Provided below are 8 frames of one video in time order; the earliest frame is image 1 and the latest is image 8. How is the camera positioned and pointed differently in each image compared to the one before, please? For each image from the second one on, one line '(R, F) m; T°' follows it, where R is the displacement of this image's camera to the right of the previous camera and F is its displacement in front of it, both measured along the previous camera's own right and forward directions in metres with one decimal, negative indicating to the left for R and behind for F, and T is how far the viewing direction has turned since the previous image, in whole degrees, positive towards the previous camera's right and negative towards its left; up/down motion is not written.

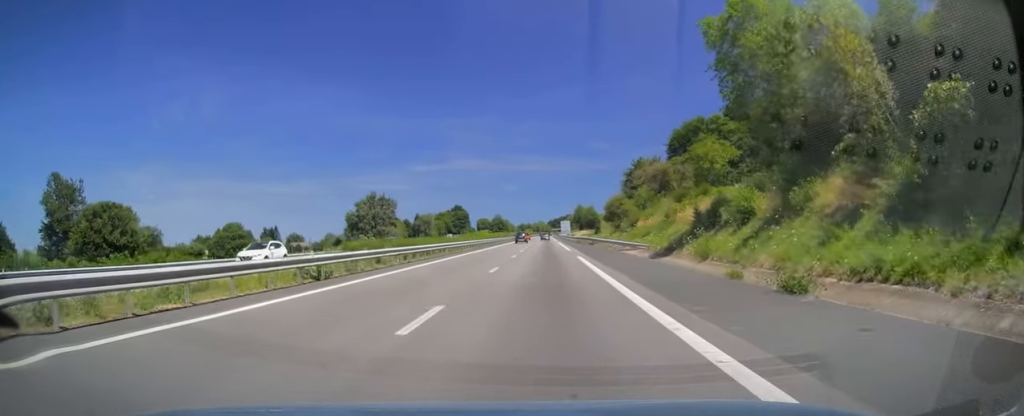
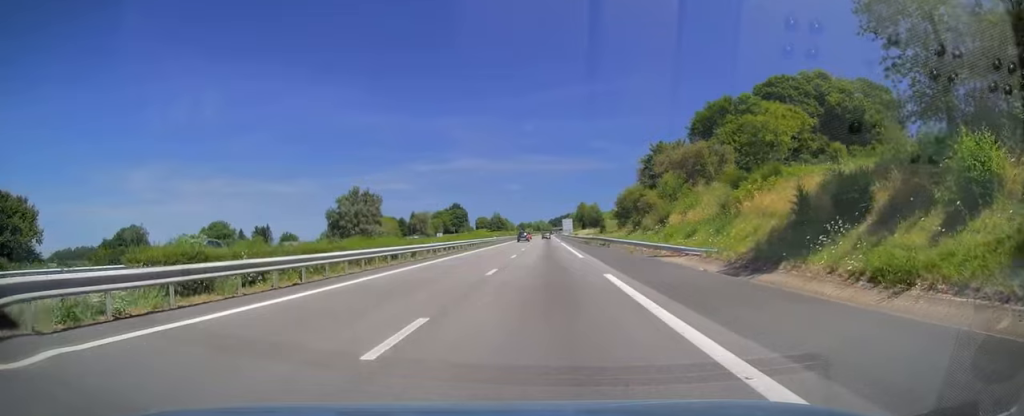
(0.0, +14.7) m; 0°
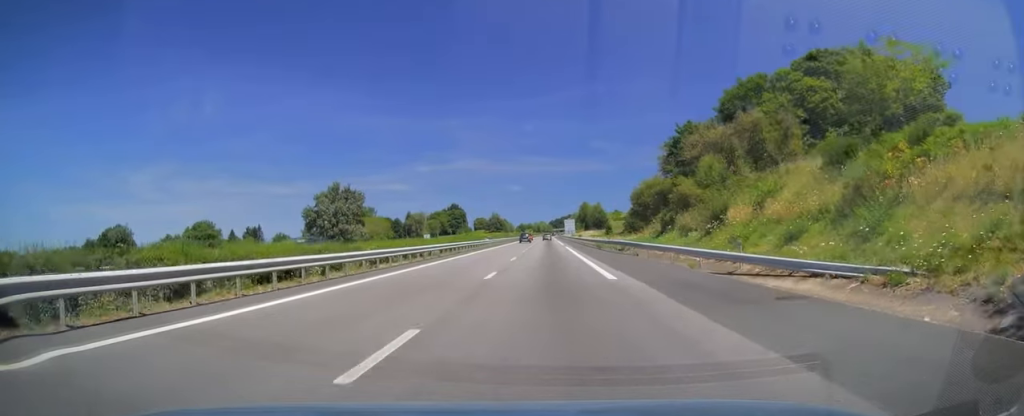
(+0.1, +14.2) m; 0°
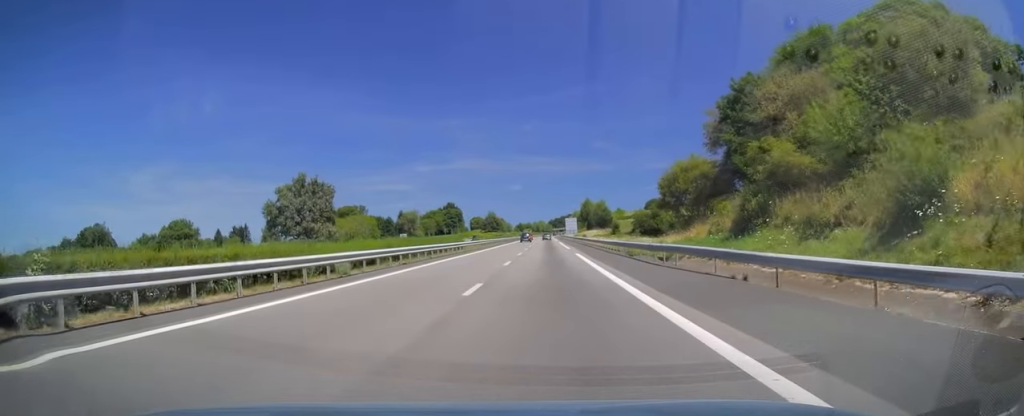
(+0.1, +18.0) m; 0°
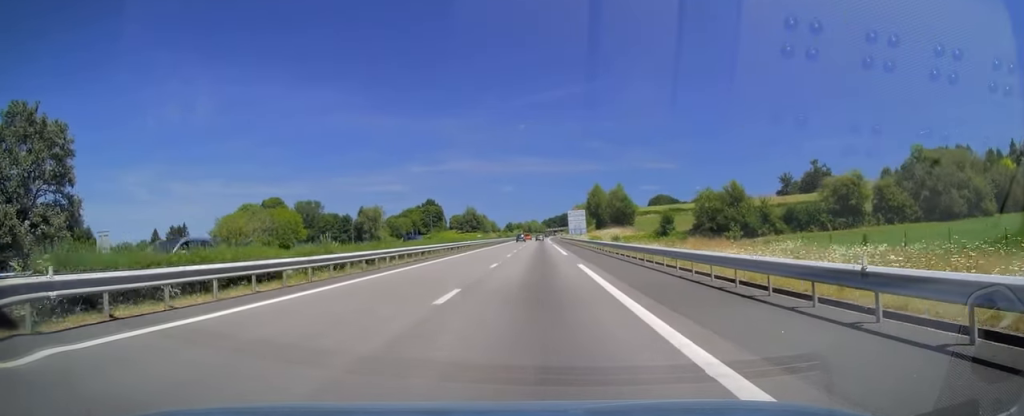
(-0.1, +66.4) m; 0°
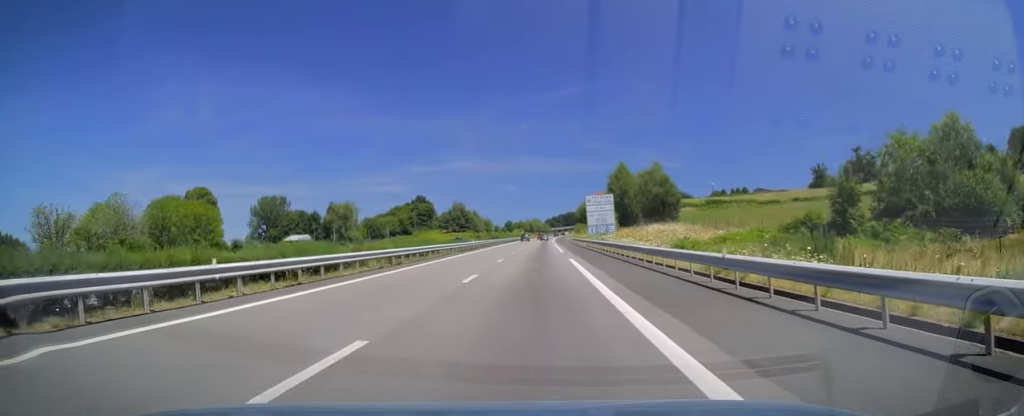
(0.0, +46.5) m; 0°
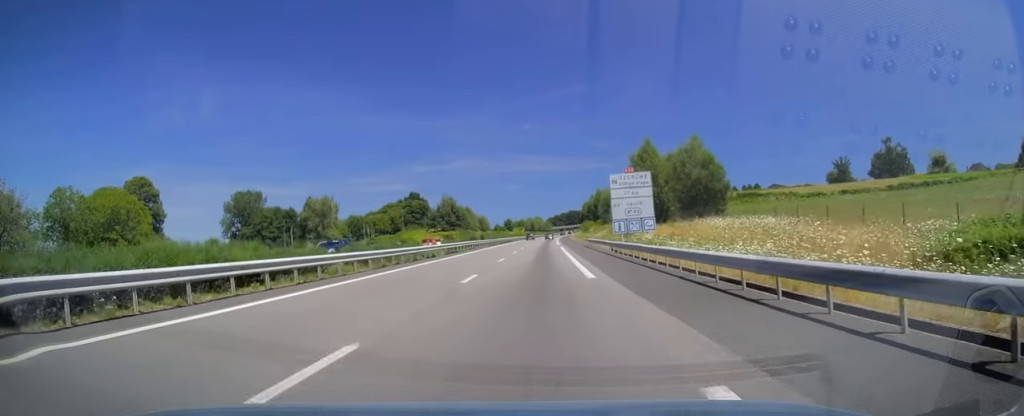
(+0.2, +26.4) m; 0°
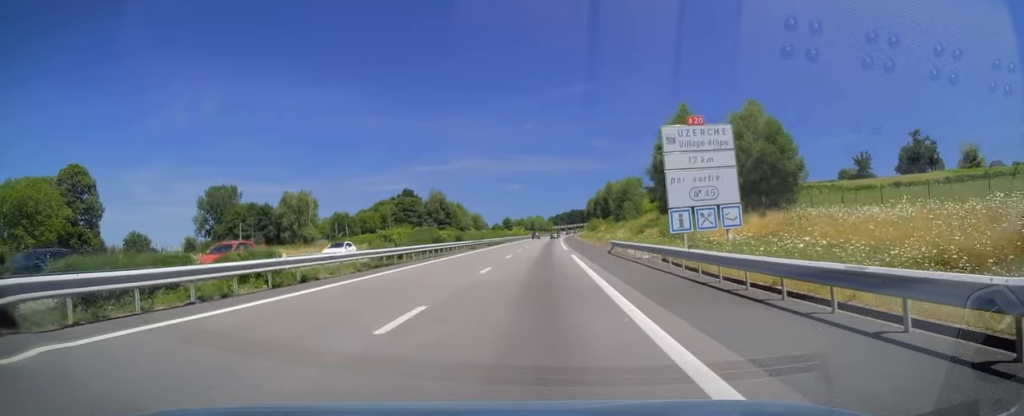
(-0.2, +22.0) m; 0°
